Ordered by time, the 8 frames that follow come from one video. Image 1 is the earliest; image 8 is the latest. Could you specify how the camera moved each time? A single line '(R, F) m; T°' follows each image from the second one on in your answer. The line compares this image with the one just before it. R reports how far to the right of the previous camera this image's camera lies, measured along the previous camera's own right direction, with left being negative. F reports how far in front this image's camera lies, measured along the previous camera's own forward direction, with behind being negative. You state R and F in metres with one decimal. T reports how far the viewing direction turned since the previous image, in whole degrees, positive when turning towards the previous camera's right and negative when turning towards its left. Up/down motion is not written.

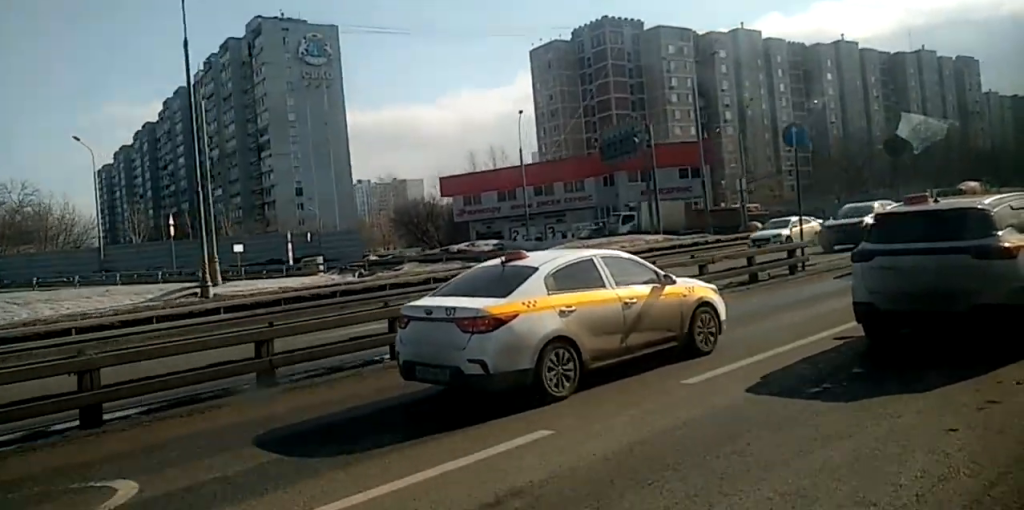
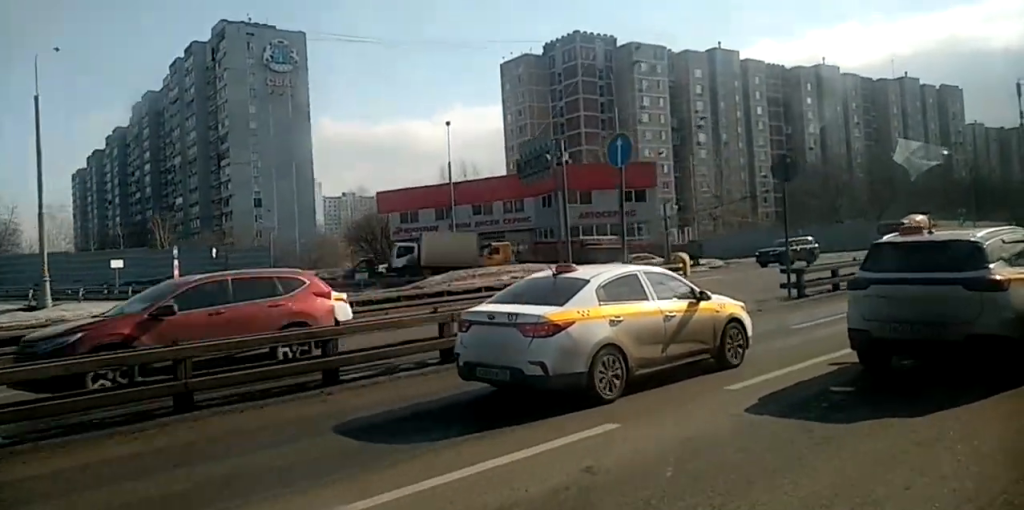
(0.0, +7.3) m; +1°
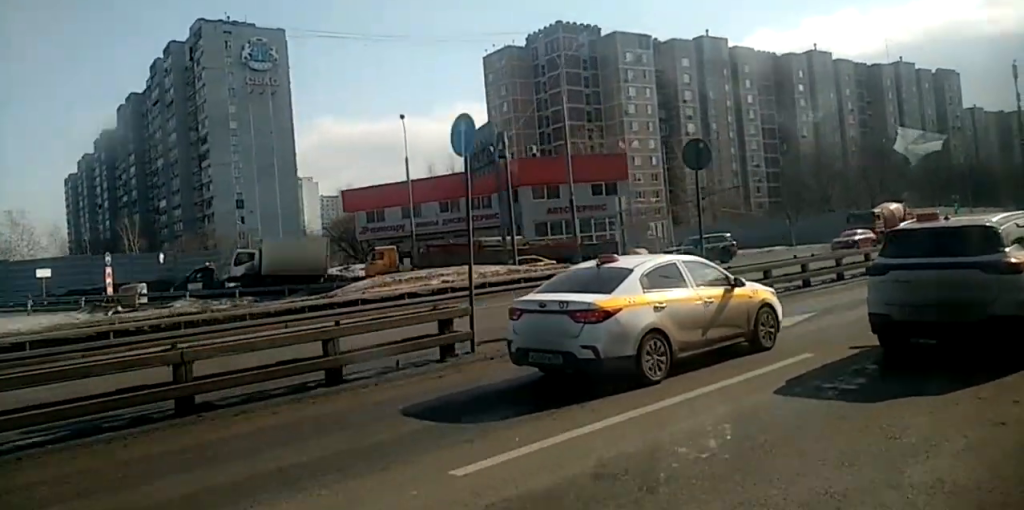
(0.0, +4.5) m; +1°
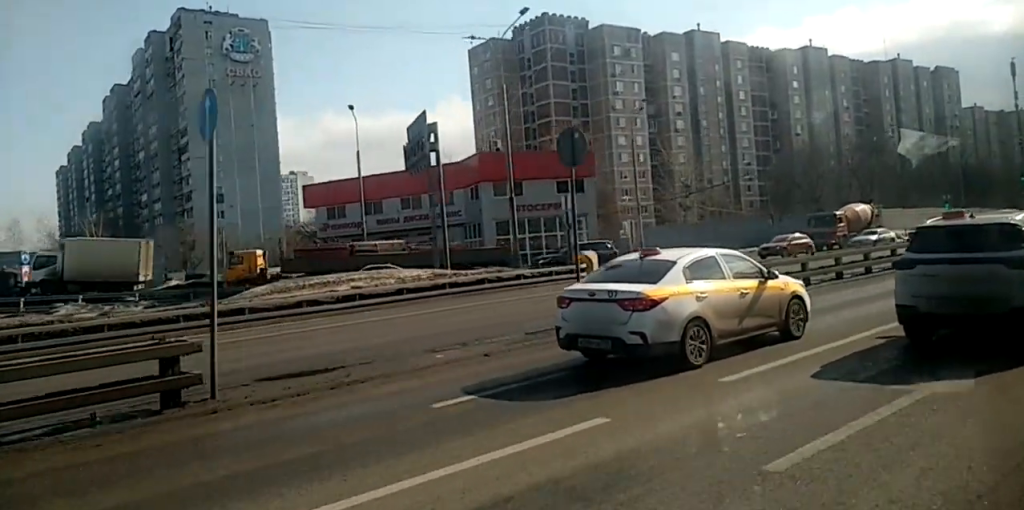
(+0.1, +5.0) m; +1°
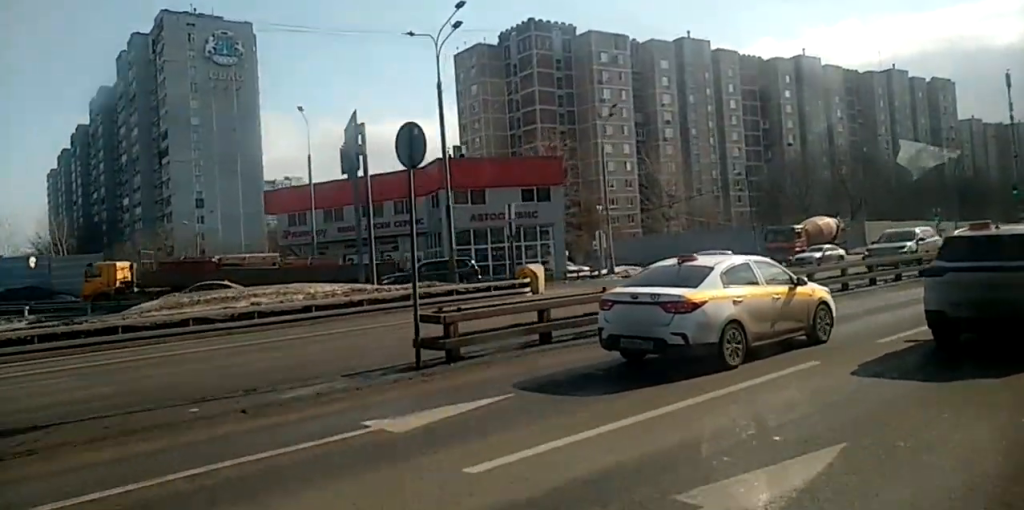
(+0.1, +4.9) m; 0°
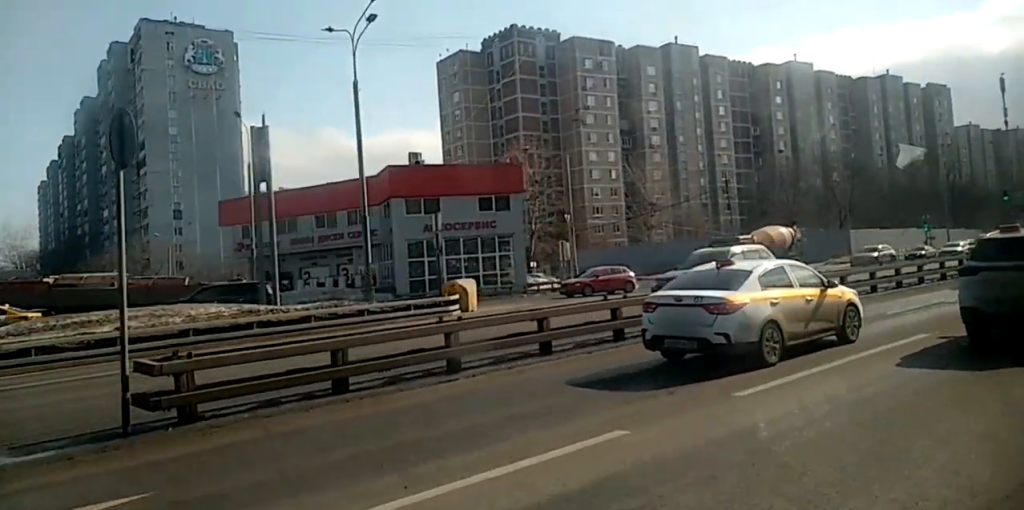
(0.0, +5.3) m; 0°
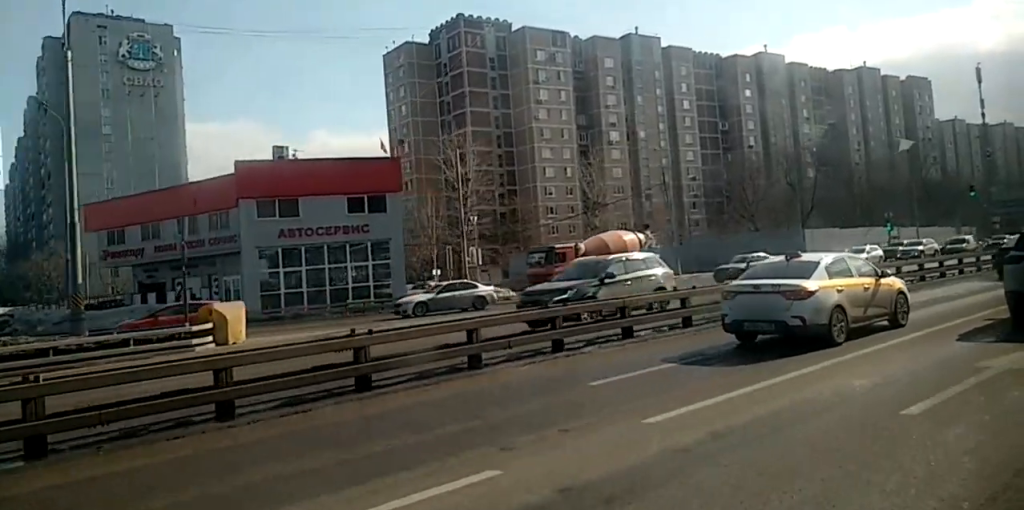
(-0.2, +12.0) m; -1°
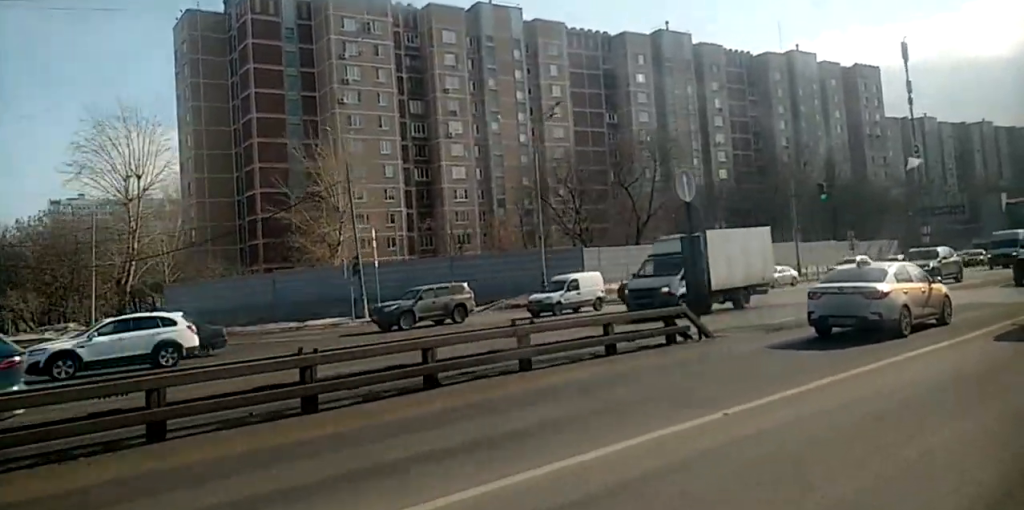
(-0.1, +34.8) m; +2°
